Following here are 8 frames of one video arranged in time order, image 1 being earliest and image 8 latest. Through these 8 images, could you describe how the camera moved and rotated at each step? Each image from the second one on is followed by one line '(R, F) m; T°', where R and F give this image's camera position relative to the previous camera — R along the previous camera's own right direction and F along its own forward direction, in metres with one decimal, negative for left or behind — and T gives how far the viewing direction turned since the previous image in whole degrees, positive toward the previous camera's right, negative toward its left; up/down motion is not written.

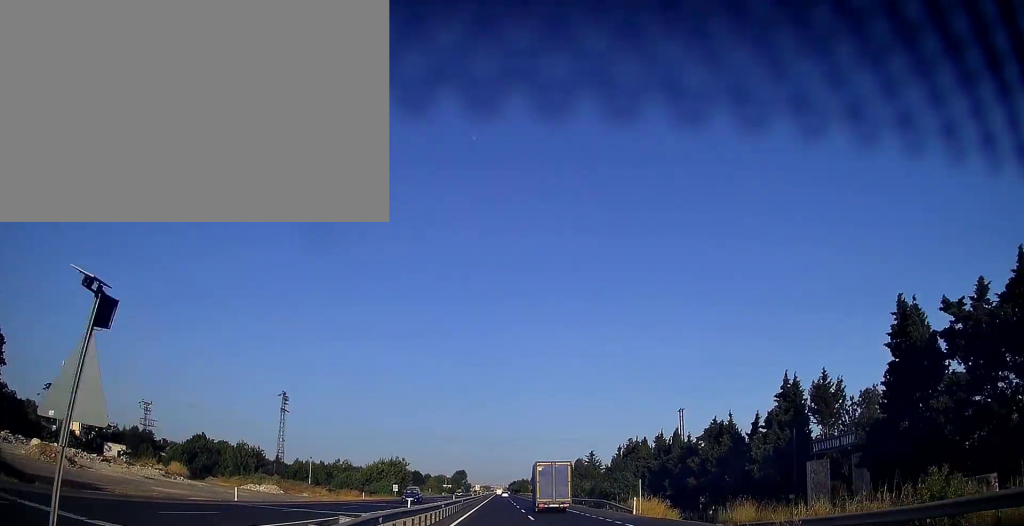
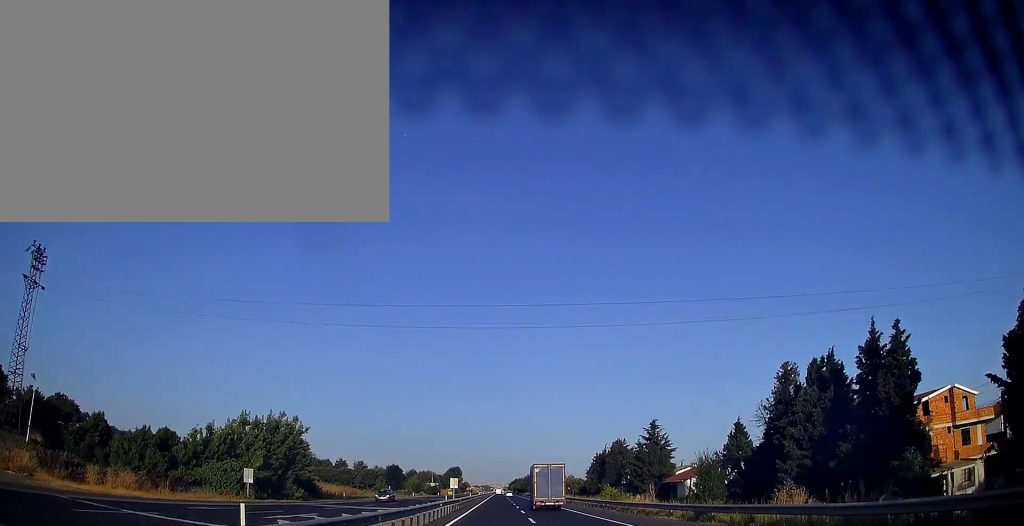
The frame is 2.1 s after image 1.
(+0.4, +63.0) m; 0°
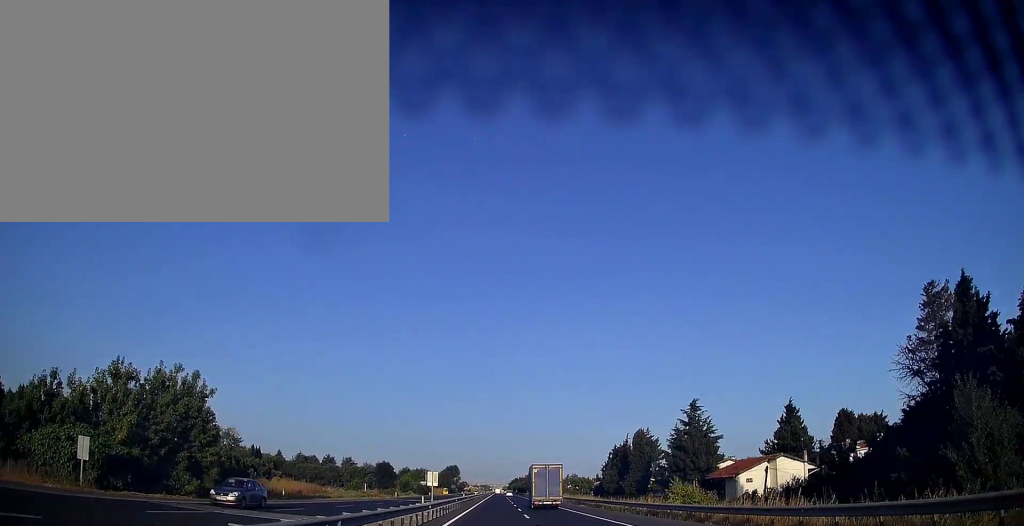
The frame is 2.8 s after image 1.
(-0.2, +19.7) m; 0°
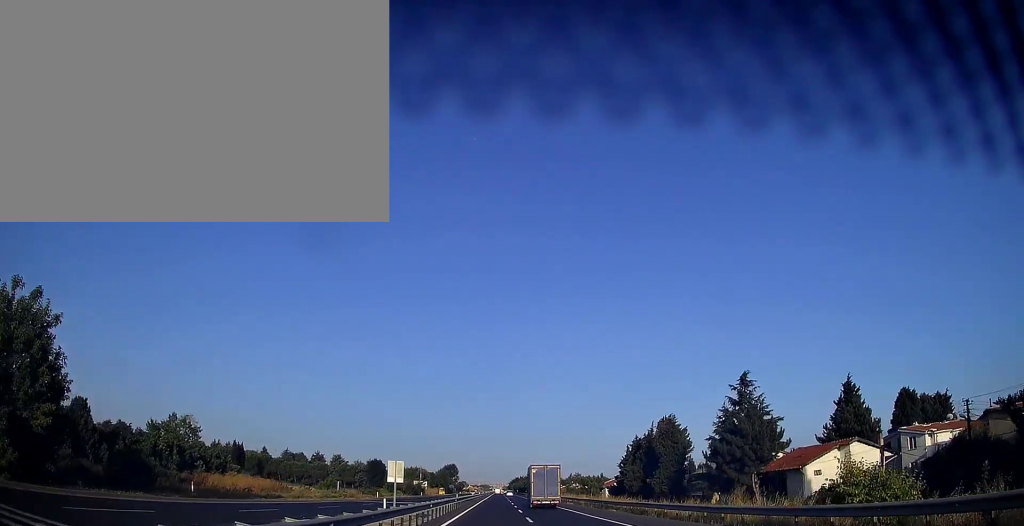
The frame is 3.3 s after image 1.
(+0.2, +15.8) m; 0°
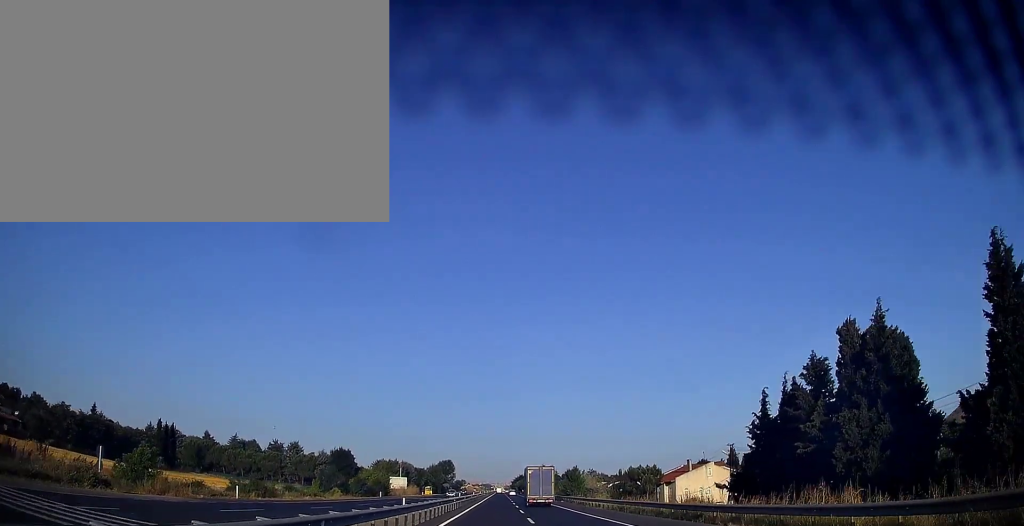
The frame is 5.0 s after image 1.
(-0.1, +49.1) m; 0°
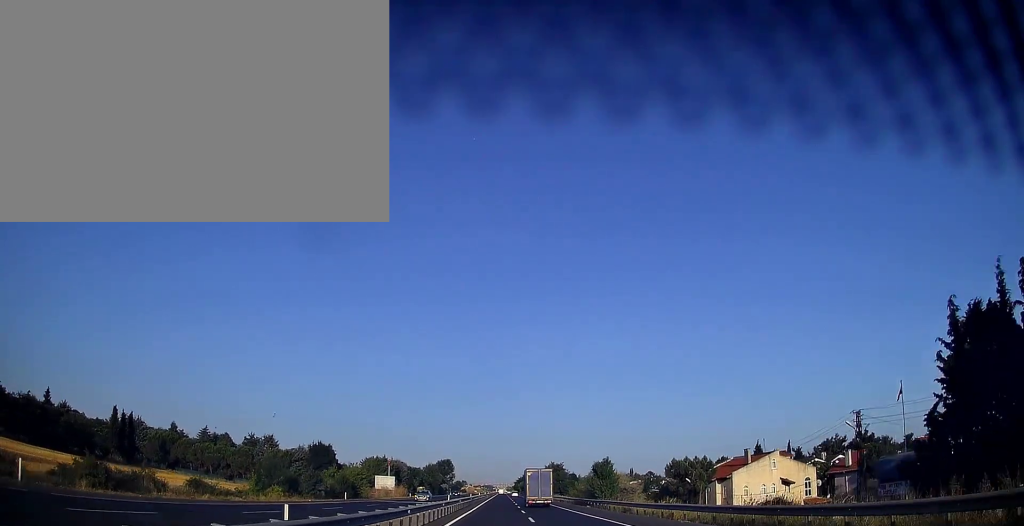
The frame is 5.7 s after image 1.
(+0.3, +21.6) m; 0°
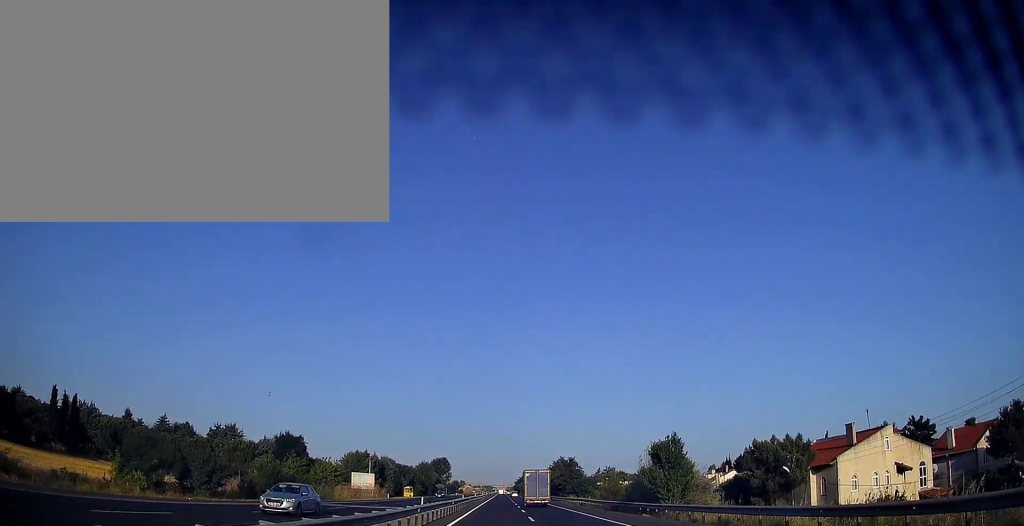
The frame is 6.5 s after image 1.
(-0.3, +22.5) m; -1°
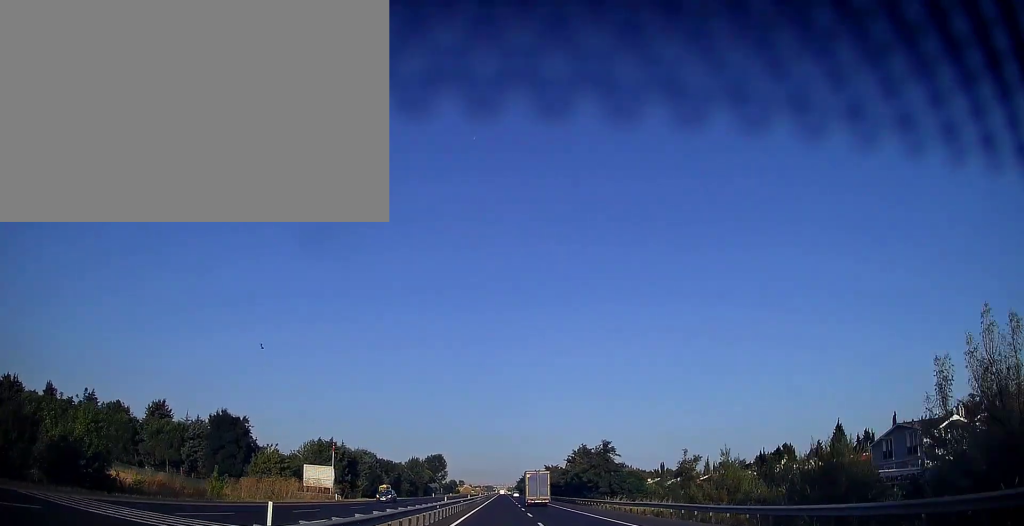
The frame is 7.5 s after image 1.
(-0.1, +30.3) m; 0°
